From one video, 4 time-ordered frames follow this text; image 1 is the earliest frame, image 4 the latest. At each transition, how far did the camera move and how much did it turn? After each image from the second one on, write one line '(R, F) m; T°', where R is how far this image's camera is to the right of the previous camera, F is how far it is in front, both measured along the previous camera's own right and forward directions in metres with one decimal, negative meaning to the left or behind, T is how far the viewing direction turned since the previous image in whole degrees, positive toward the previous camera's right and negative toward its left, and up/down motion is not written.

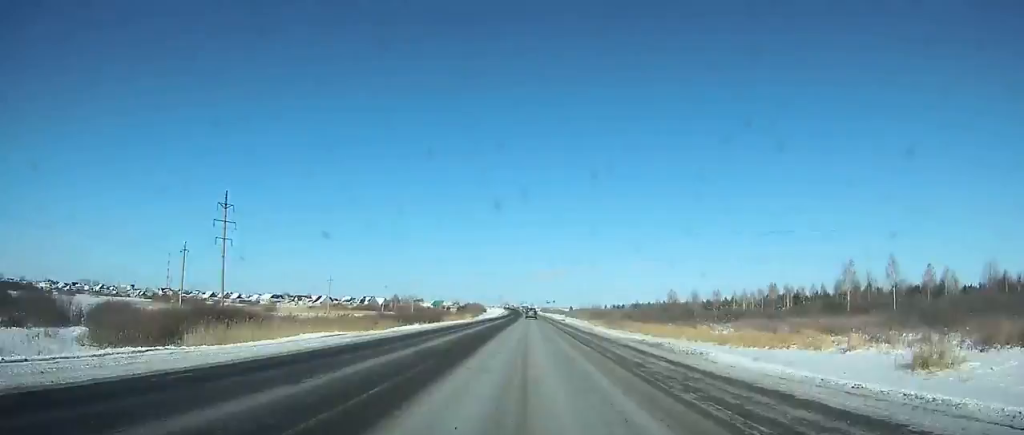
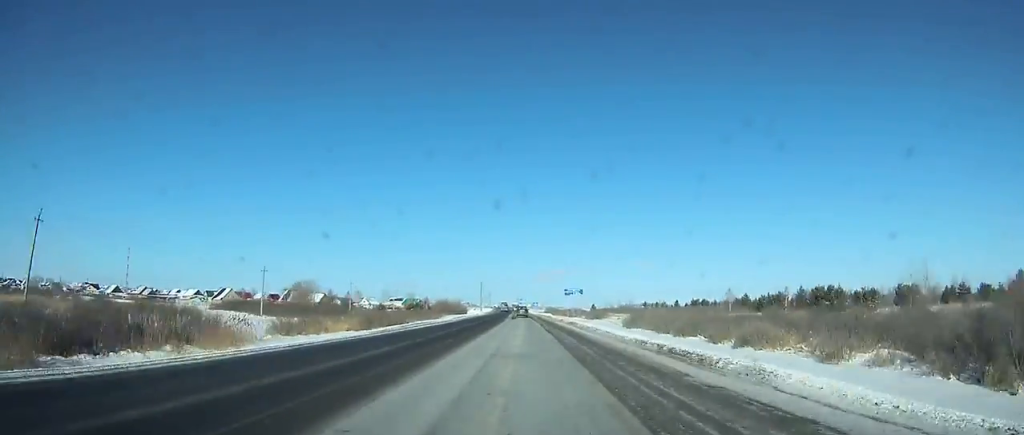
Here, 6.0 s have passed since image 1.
(+0.1, +134.1) m; 0°
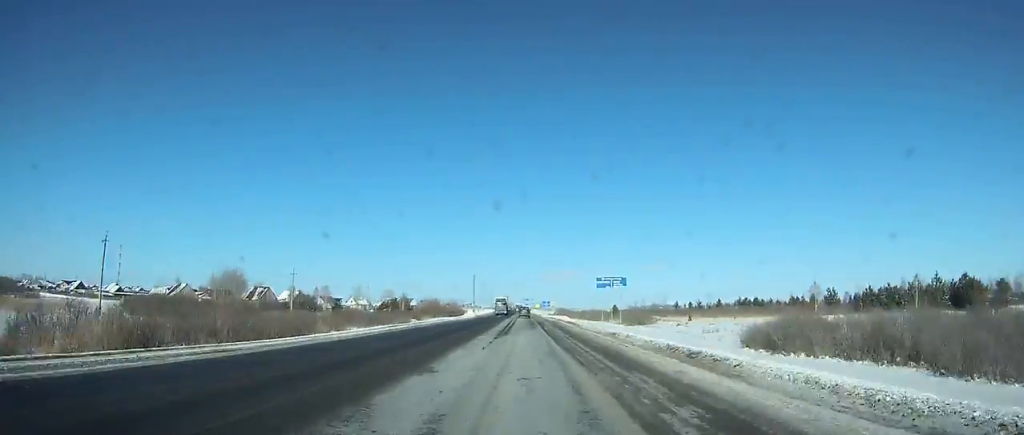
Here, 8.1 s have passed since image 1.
(-0.1, +46.0) m; 0°
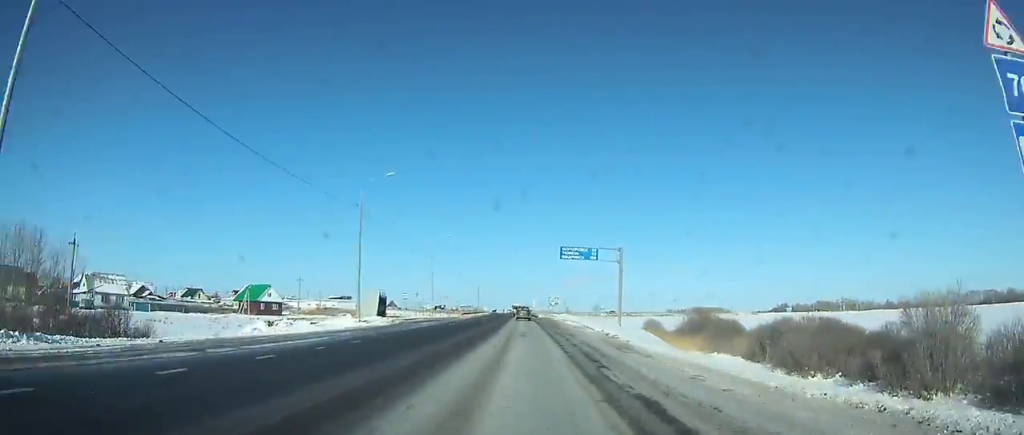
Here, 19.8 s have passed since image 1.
(-3.8, +242.0) m; -2°
